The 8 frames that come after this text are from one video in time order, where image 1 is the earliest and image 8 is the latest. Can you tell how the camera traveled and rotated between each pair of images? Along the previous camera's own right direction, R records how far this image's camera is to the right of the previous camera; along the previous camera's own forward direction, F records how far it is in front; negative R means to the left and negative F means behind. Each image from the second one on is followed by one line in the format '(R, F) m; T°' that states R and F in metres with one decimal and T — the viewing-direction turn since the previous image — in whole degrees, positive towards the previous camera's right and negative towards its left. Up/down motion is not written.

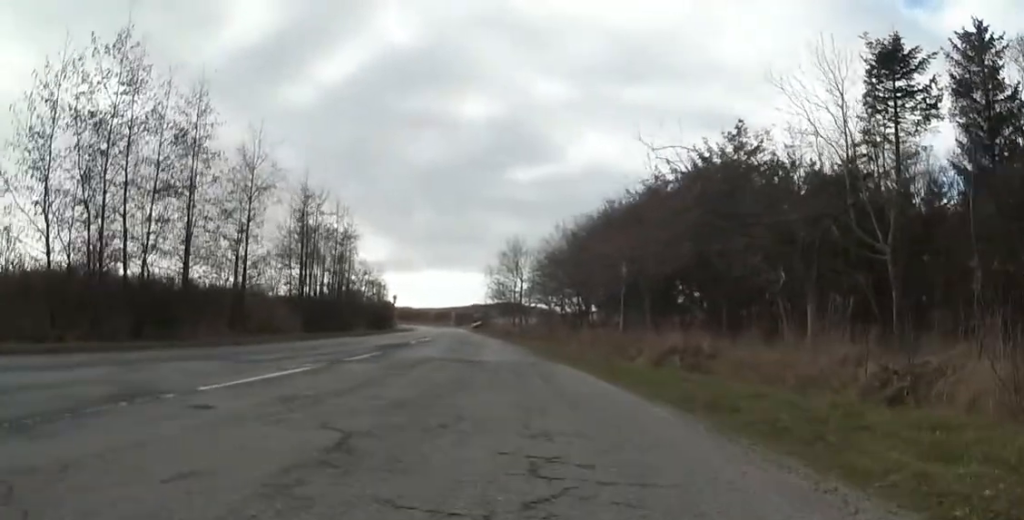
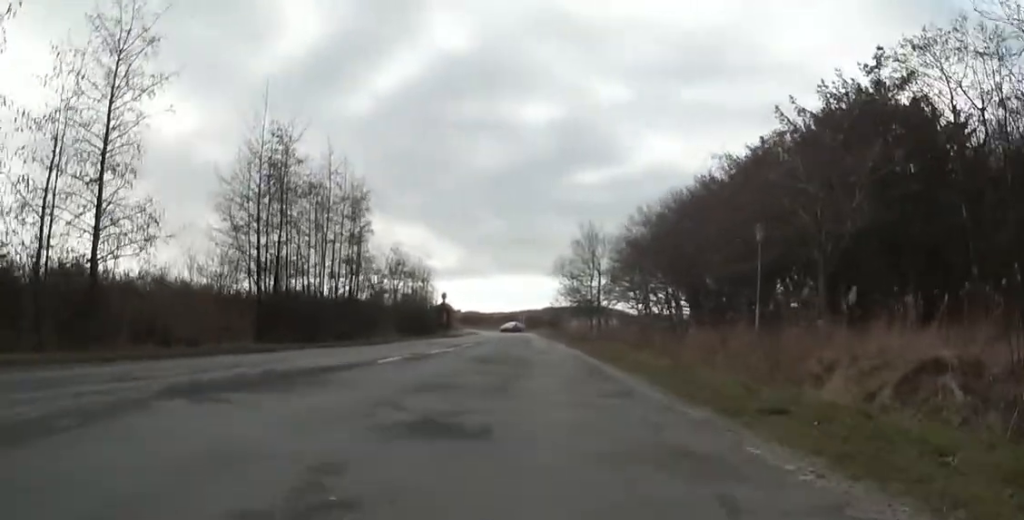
(-0.5, +14.0) m; -1°
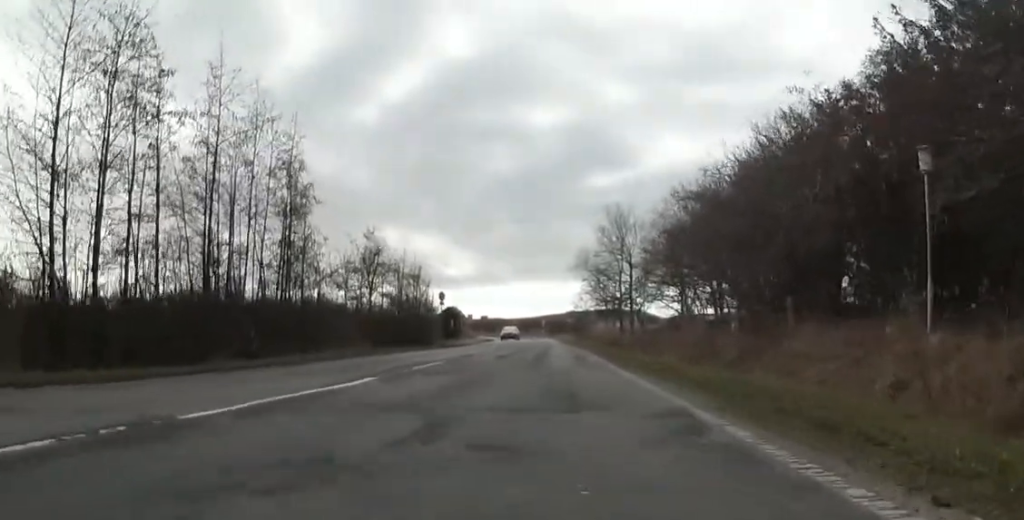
(+0.4, +11.5) m; 0°
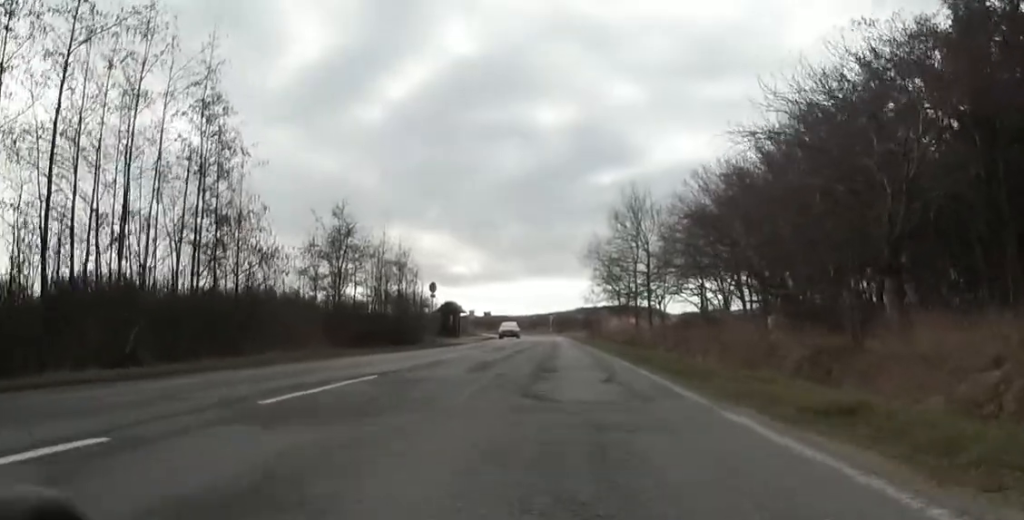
(-0.2, +6.9) m; 0°
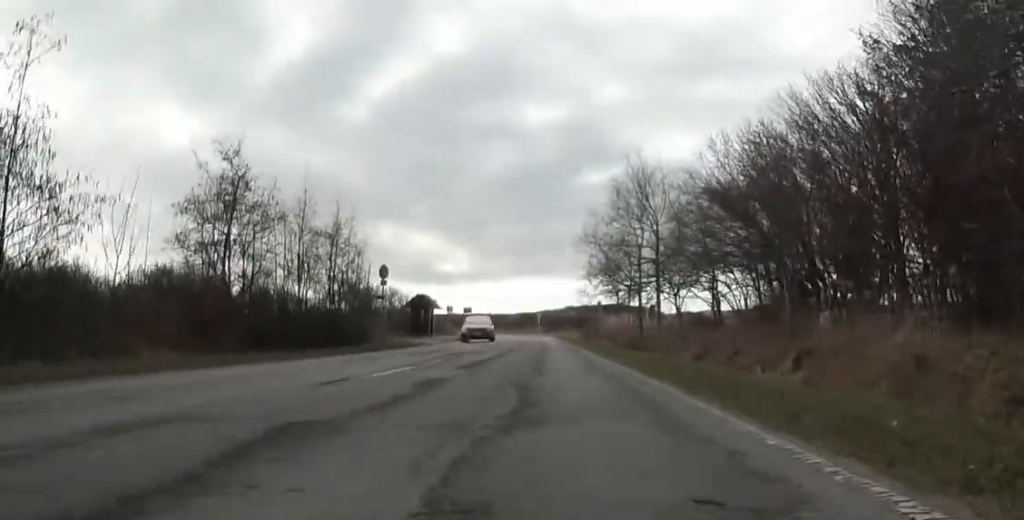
(+0.1, +10.2) m; -5°
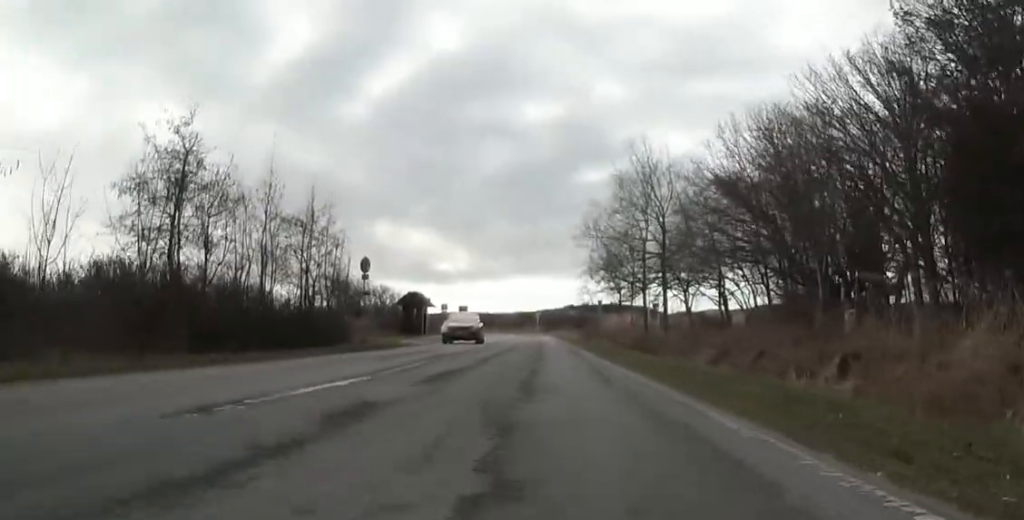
(-0.4, +3.1) m; -1°
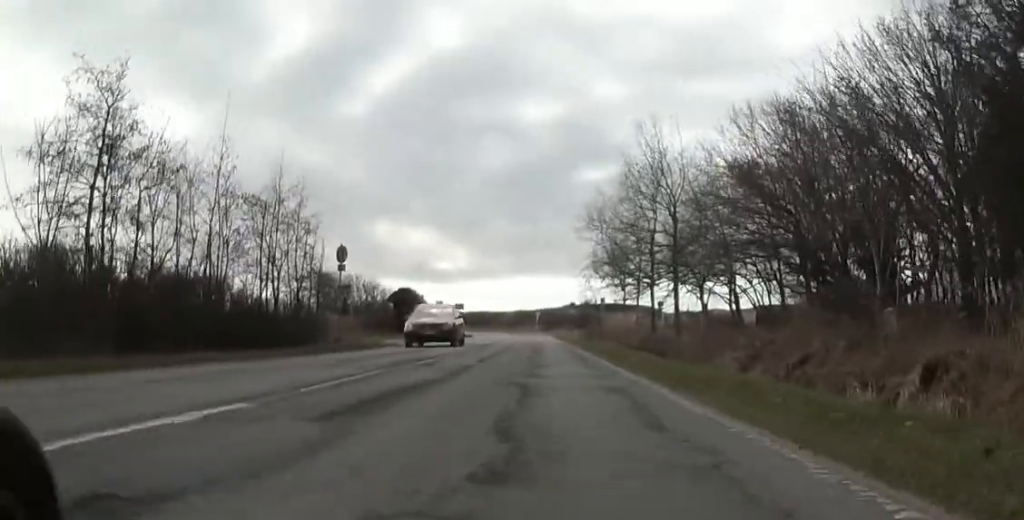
(-0.3, +3.5) m; -1°
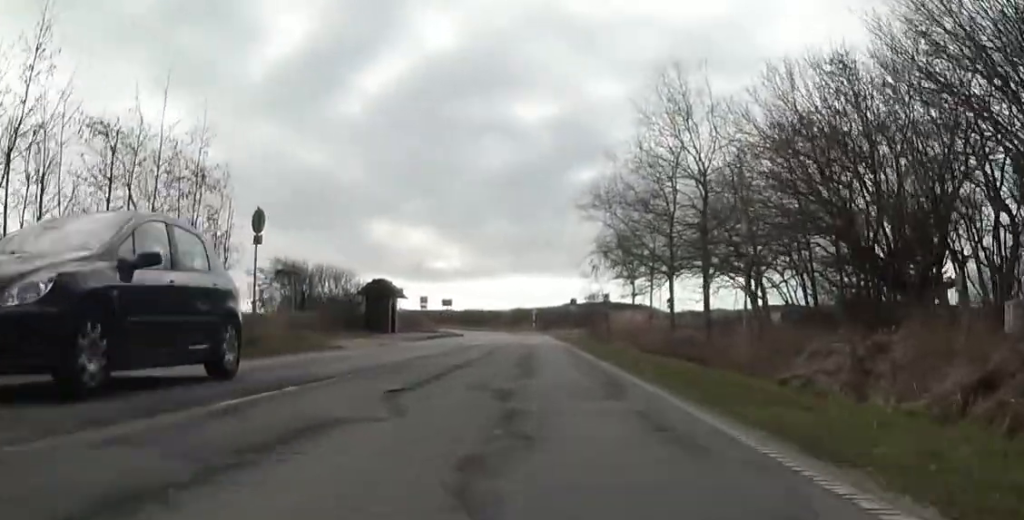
(+0.7, +7.9) m; +7°
